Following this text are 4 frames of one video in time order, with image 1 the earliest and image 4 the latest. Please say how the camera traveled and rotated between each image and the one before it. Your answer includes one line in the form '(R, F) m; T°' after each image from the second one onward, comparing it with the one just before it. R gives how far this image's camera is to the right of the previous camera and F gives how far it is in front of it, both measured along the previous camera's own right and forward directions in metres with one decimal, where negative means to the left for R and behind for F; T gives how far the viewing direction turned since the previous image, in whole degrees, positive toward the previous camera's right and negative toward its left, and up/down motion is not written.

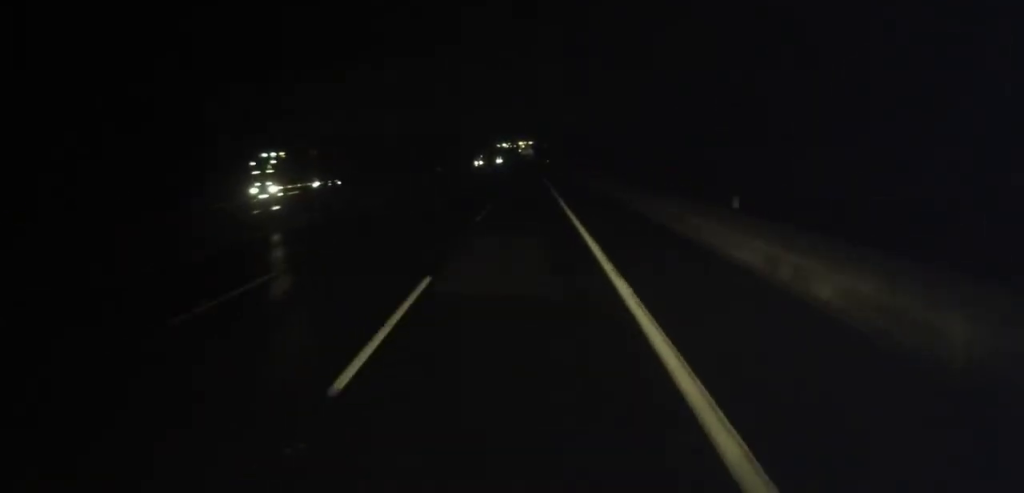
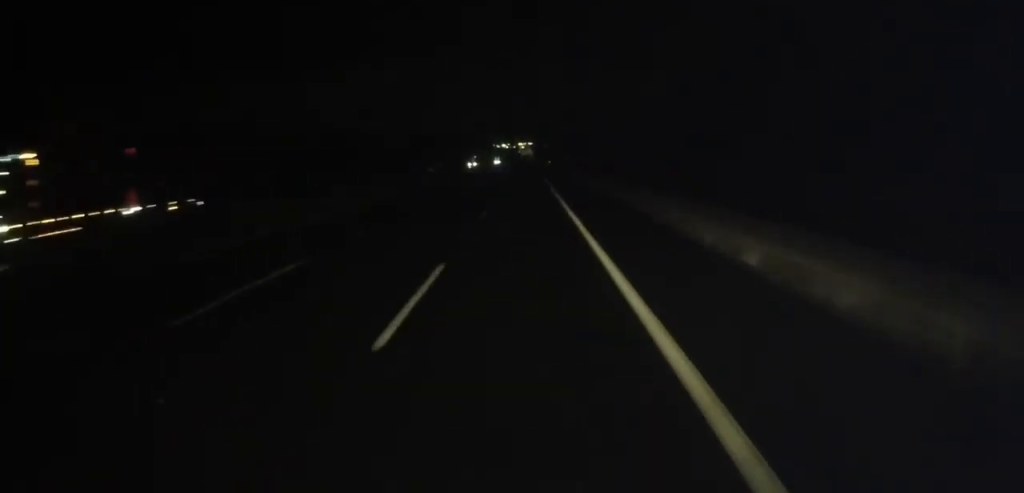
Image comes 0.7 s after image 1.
(+0.1, +16.3) m; 0°
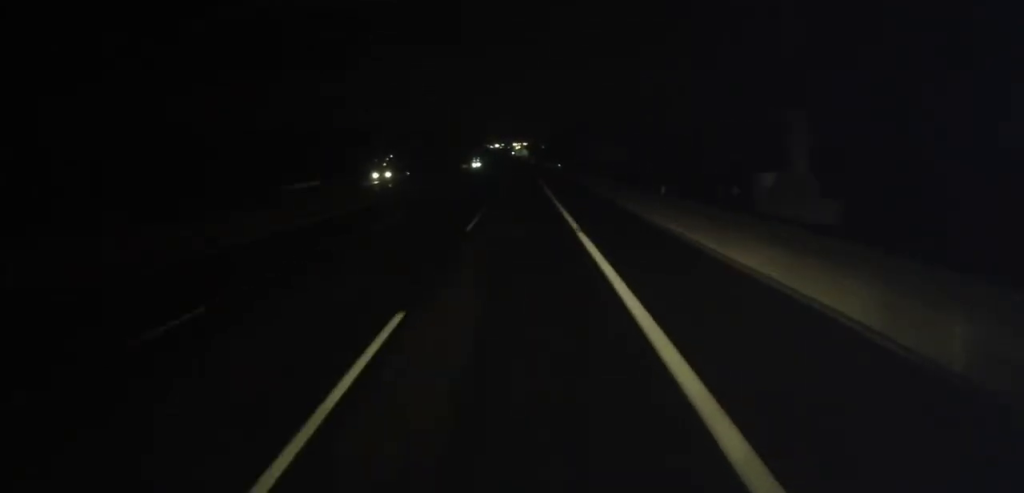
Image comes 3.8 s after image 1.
(+0.3, +76.2) m; 0°
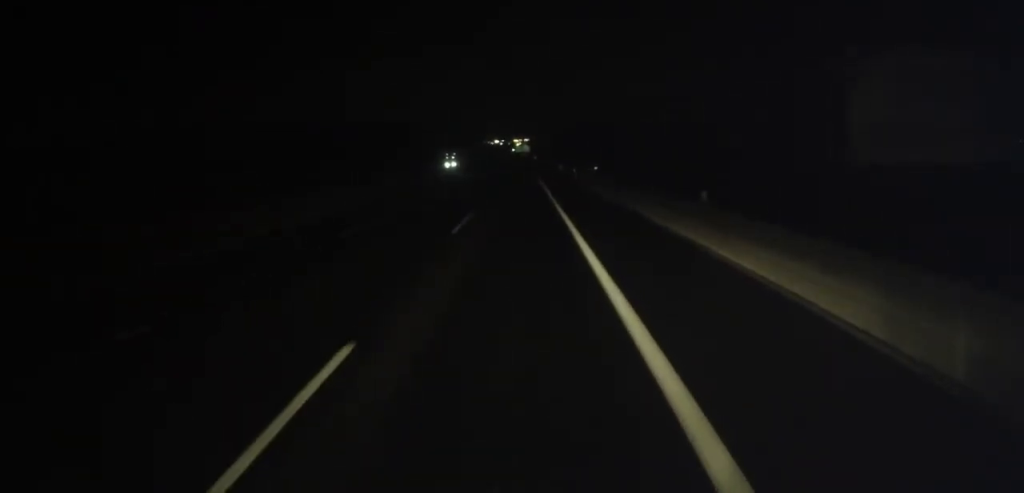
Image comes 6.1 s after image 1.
(-0.8, +56.0) m; -1°
